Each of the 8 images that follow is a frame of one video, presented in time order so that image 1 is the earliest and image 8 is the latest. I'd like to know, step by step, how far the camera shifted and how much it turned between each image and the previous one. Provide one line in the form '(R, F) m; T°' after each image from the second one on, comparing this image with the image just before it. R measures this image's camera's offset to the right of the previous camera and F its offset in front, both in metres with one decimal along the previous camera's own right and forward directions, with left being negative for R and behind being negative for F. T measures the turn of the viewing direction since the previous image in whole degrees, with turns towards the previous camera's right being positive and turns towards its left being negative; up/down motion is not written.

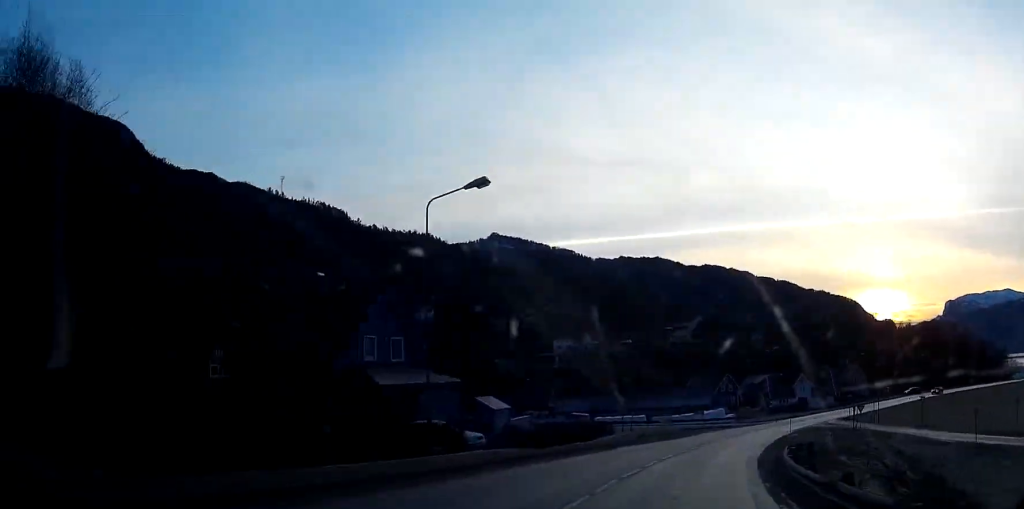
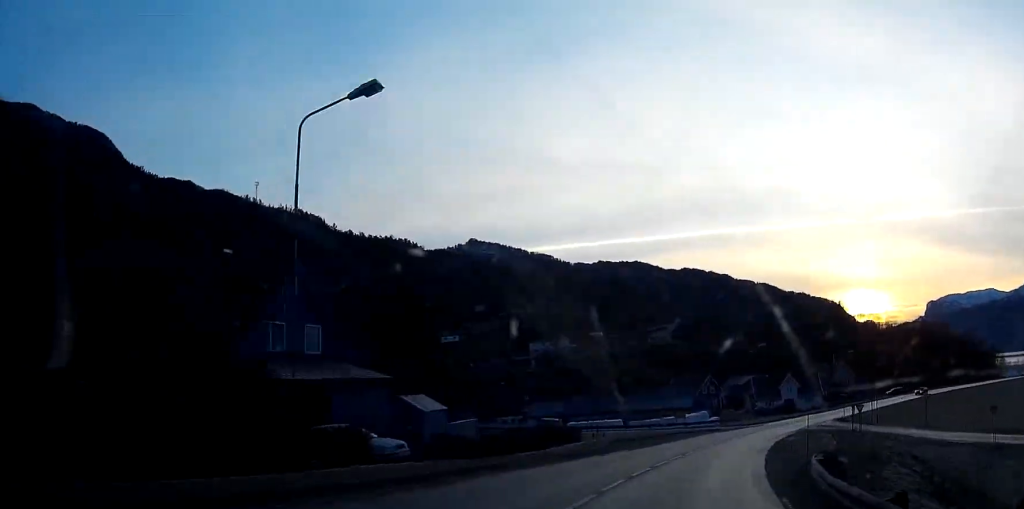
(+0.1, +7.2) m; +1°
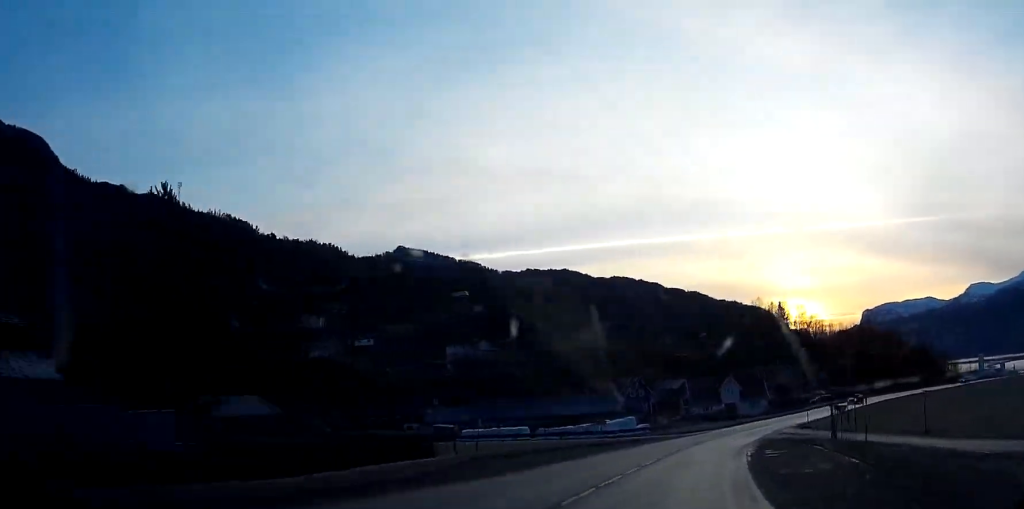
(+0.7, +17.5) m; +4°
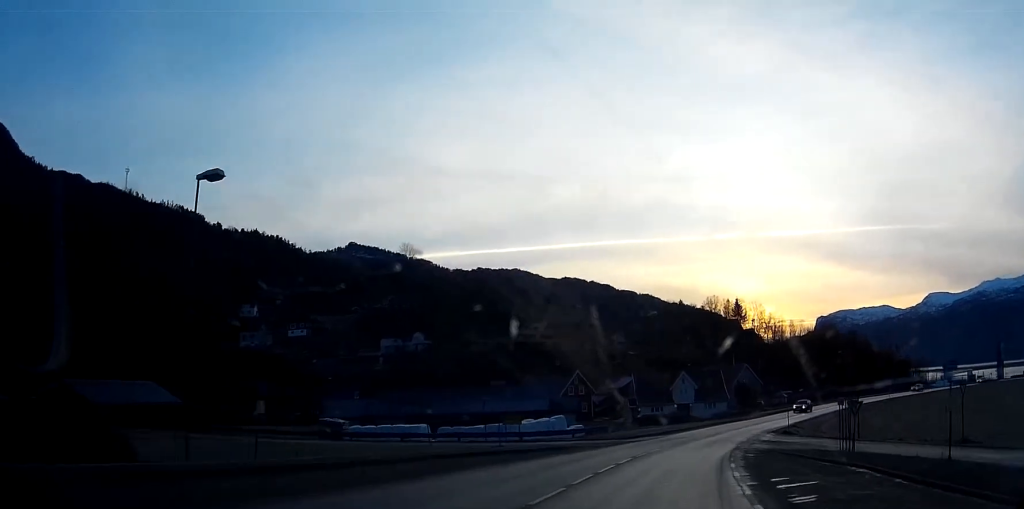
(+0.5, +16.2) m; +3°
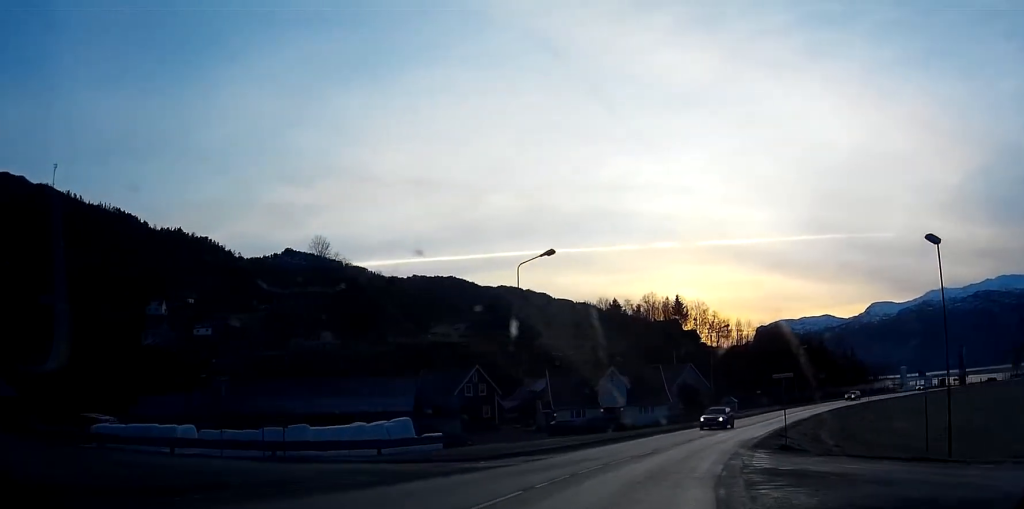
(+0.8, +24.4) m; +4°
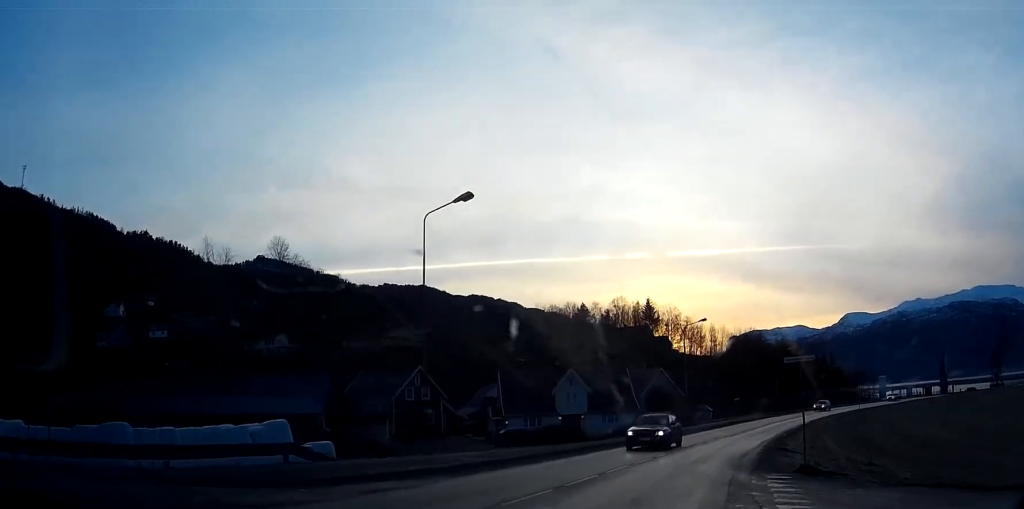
(+0.3, +10.6) m; +3°
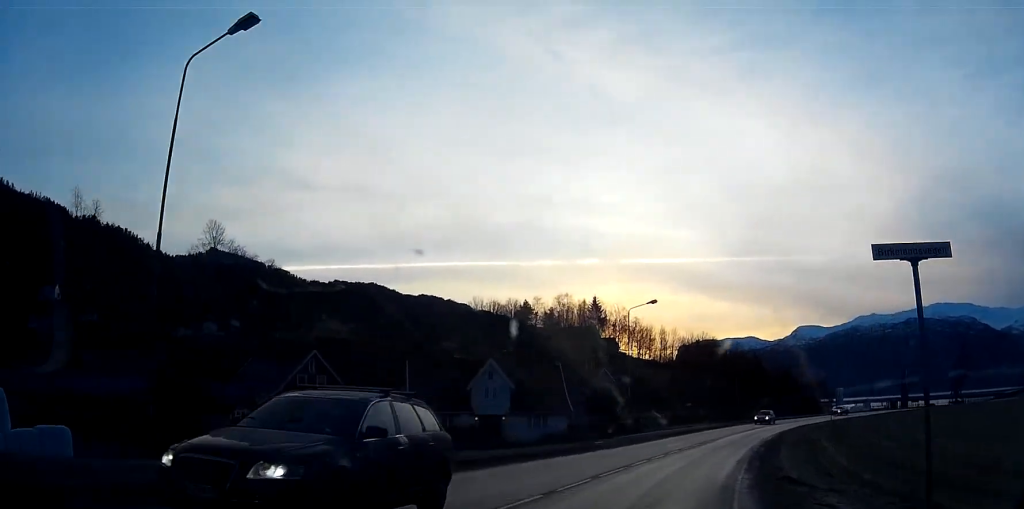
(+0.4, +13.2) m; +4°
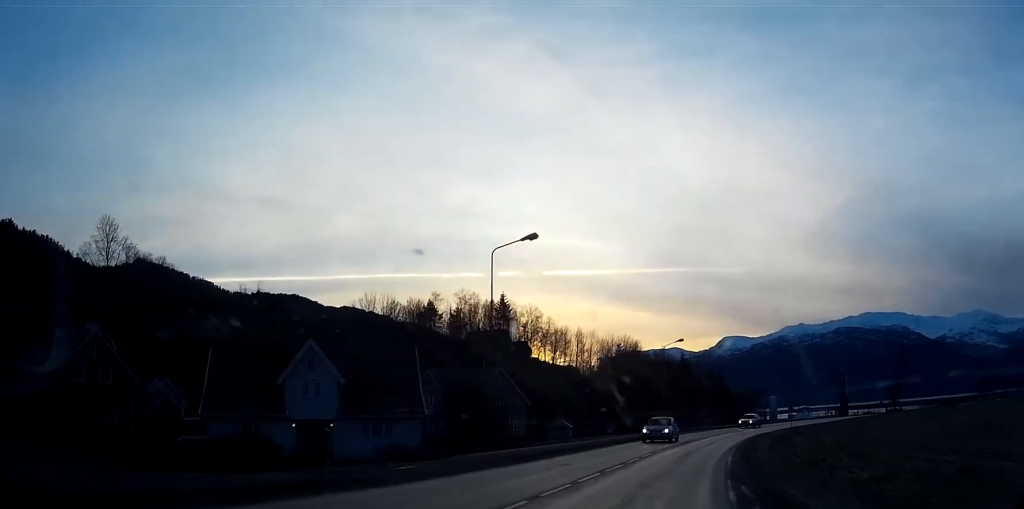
(+1.1, +20.5) m; +5°
